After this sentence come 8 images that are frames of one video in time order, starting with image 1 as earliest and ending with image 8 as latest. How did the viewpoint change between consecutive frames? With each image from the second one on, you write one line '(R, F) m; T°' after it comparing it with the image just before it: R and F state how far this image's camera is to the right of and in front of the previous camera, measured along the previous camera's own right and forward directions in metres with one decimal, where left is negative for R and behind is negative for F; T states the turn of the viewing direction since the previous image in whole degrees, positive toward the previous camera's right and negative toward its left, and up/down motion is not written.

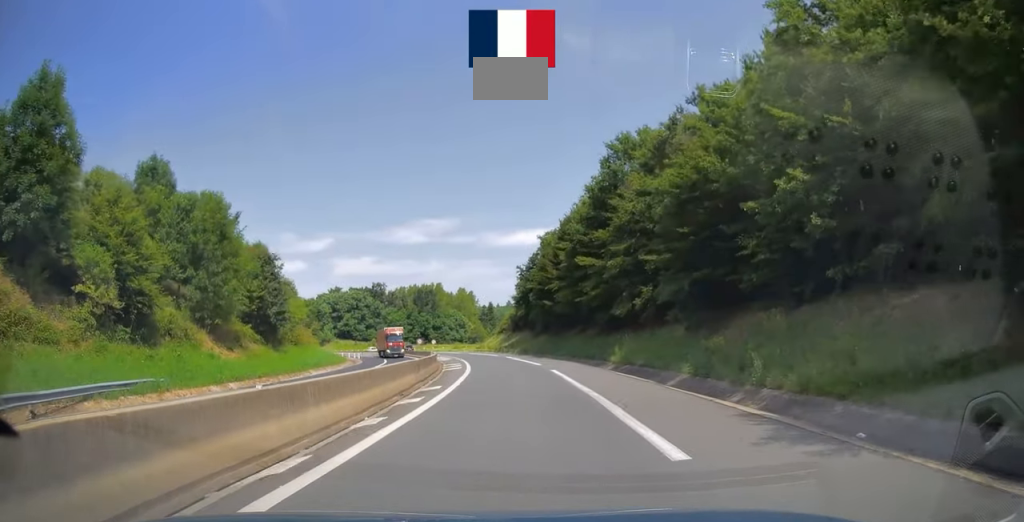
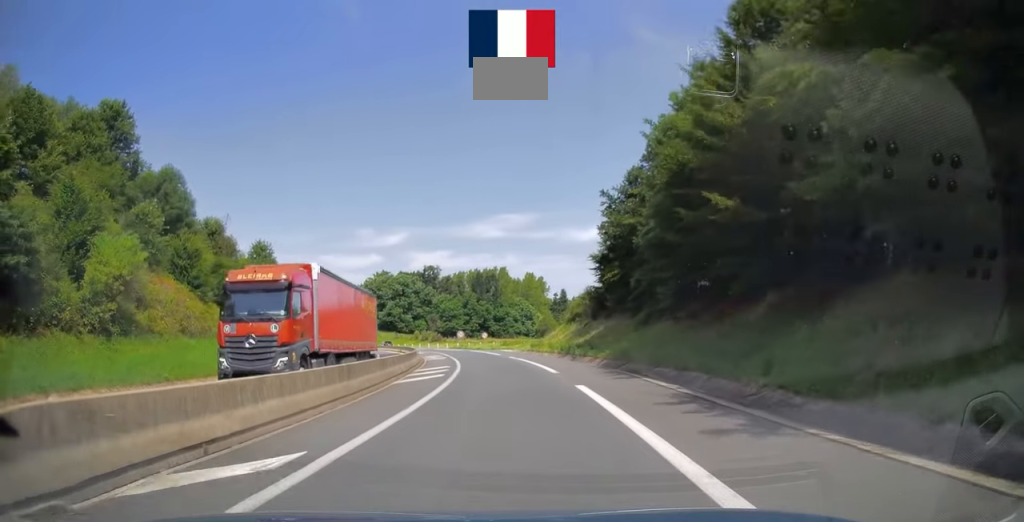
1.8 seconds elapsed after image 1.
(-1.8, +37.0) m; -6°
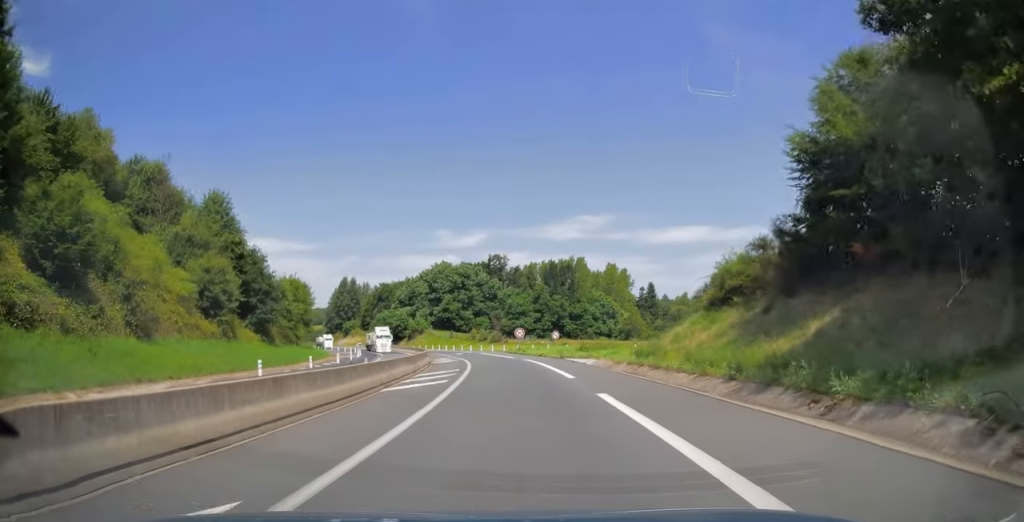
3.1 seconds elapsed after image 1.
(-1.7, +28.5) m; -7°
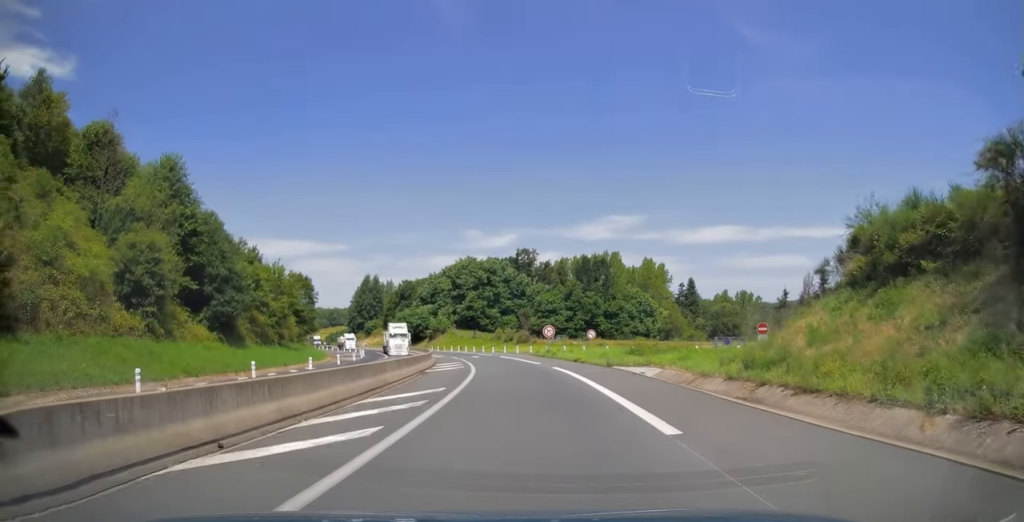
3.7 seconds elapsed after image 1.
(-0.1, +11.9) m; -3°
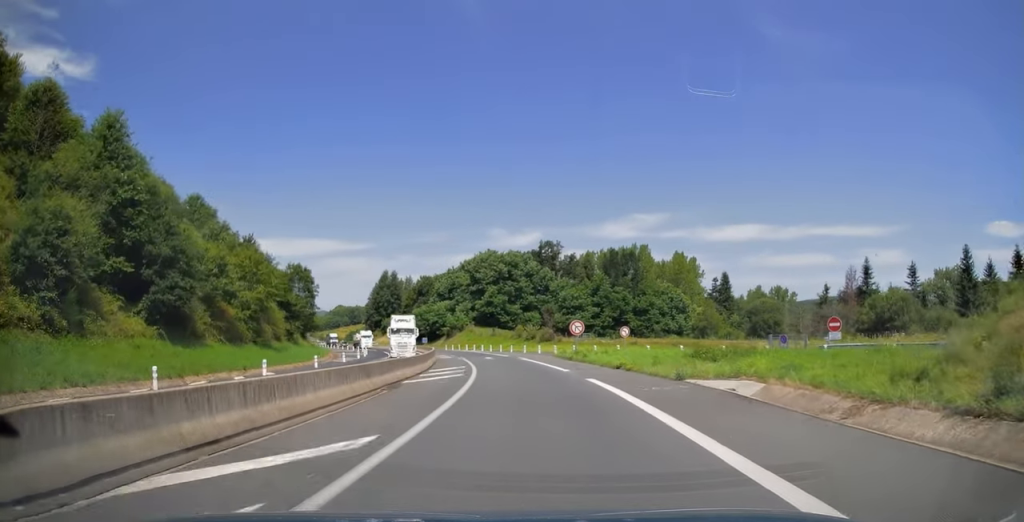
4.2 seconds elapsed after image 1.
(-0.4, +9.6) m; -2°
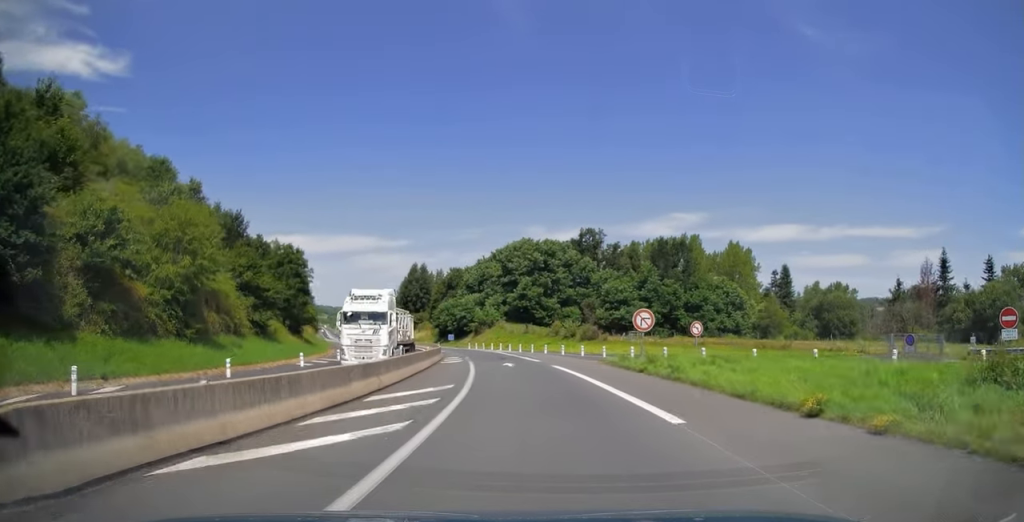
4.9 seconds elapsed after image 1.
(-0.4, +15.4) m; -4°
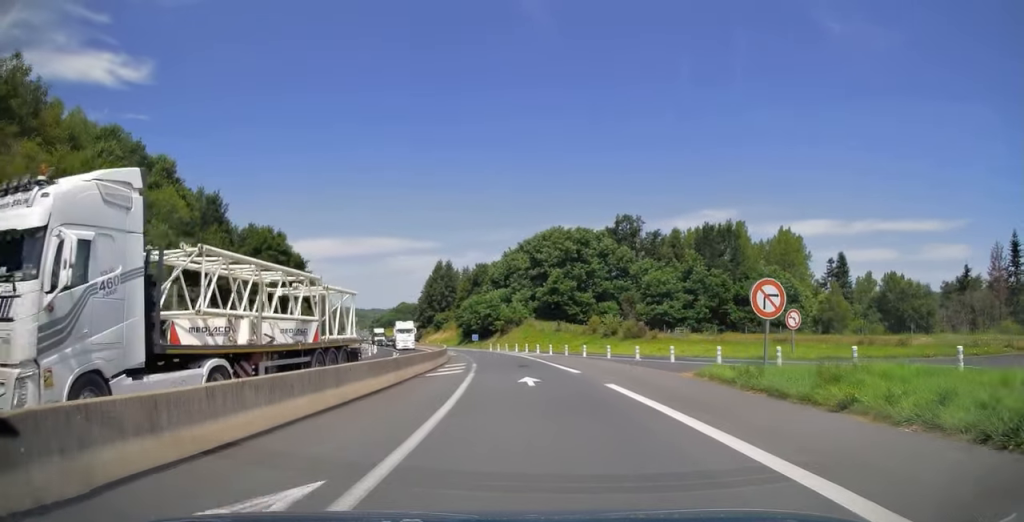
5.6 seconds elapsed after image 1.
(-0.3, +13.1) m; -3°
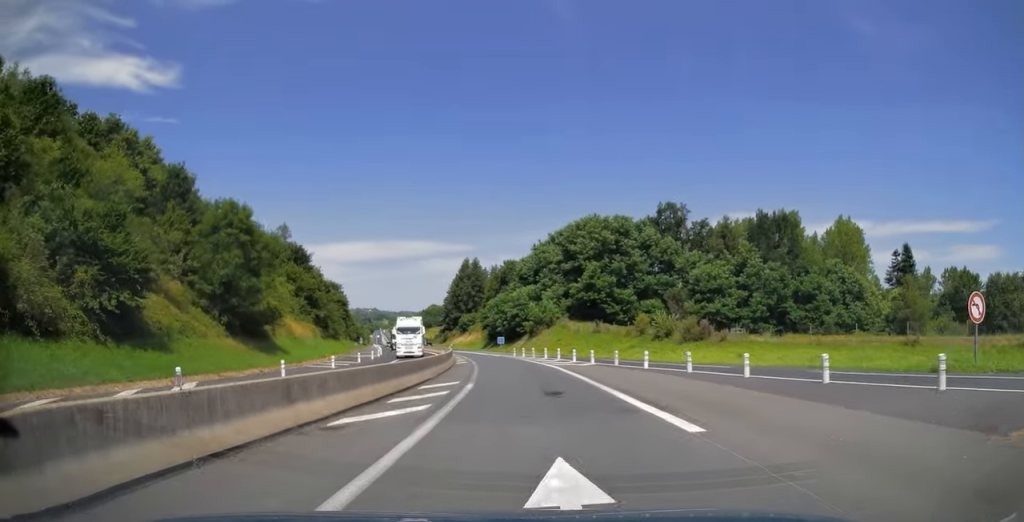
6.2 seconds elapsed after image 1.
(-0.4, +13.5) m; -3°
